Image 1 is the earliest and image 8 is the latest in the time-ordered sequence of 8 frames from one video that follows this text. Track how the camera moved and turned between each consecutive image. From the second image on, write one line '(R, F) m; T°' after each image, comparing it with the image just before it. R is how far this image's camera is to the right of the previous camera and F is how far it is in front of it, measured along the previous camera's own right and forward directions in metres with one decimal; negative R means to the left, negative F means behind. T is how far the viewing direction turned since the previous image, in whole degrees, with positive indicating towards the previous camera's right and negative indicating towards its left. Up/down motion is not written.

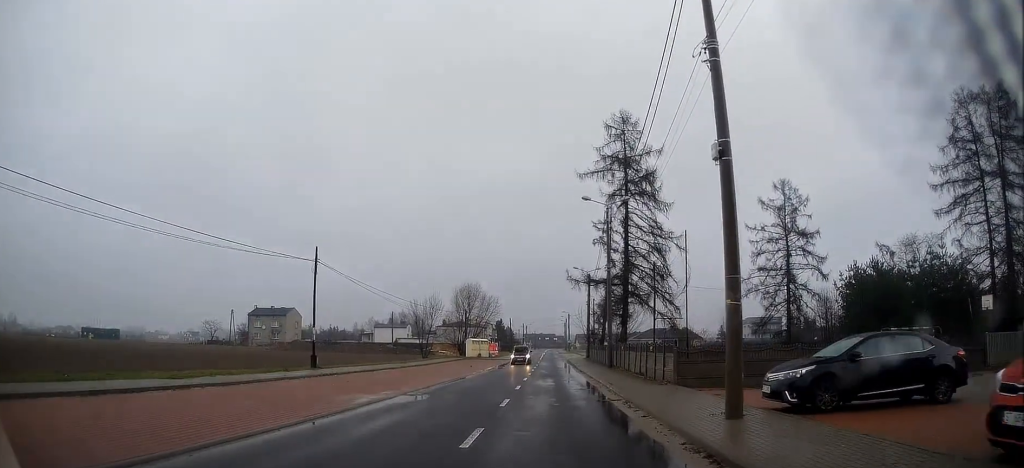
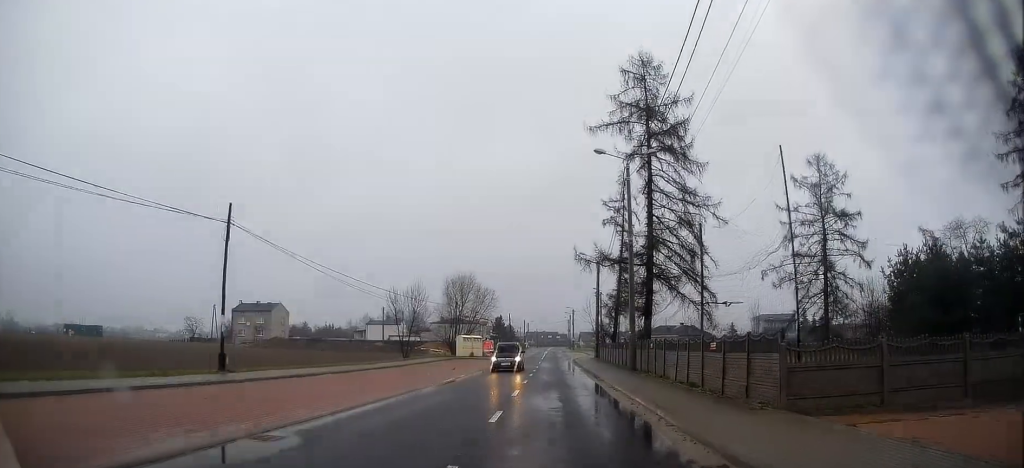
(0.0, +9.3) m; -1°
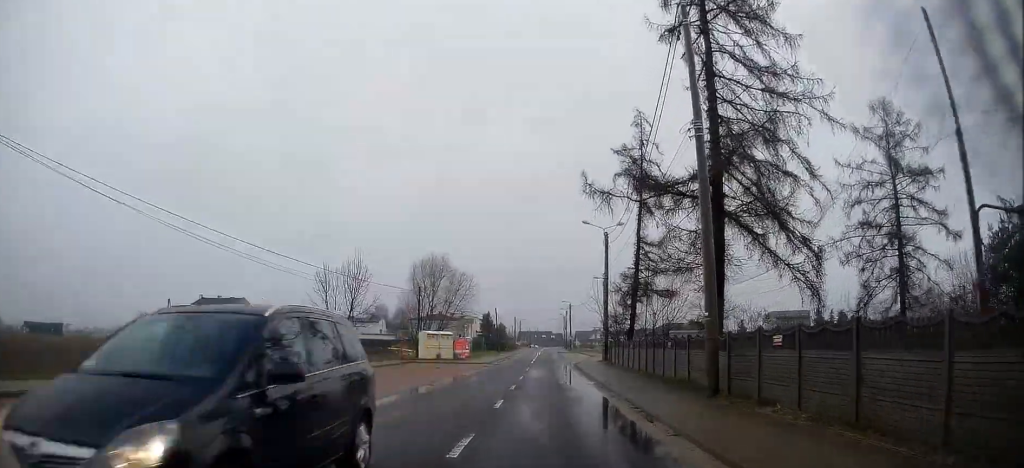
(-0.4, +15.5) m; 0°
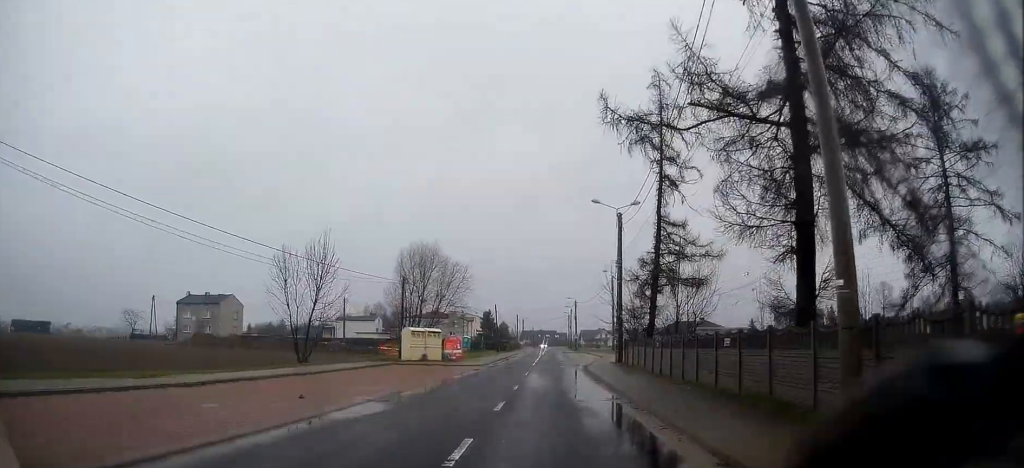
(+0.2, +6.6) m; +1°
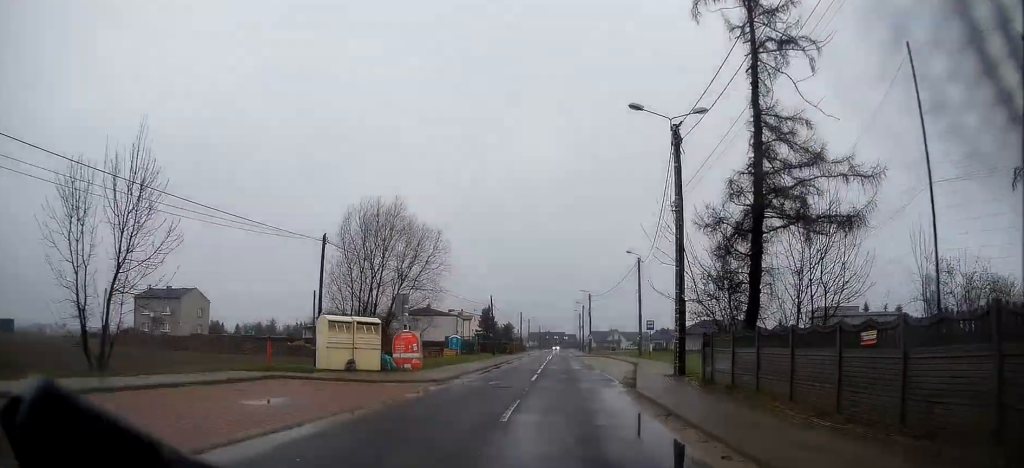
(+0.2, +16.4) m; -1°
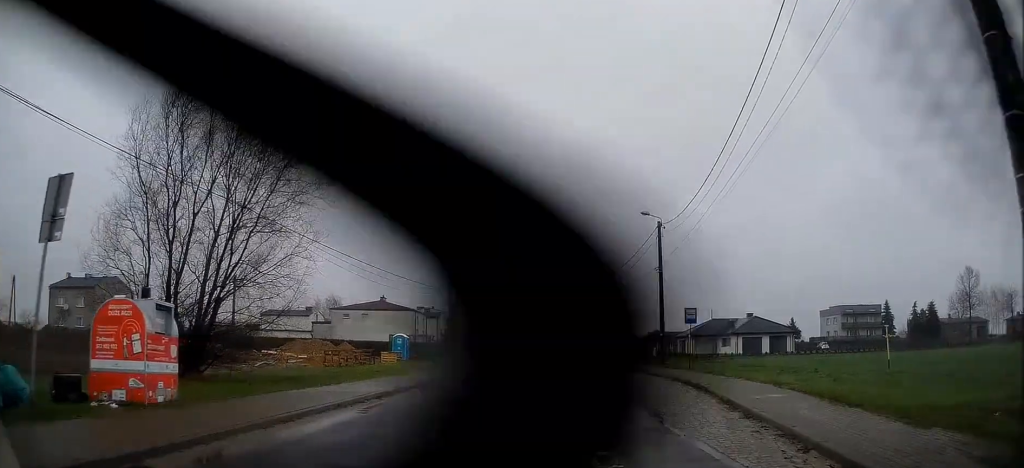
(+0.1, +18.6) m; +1°
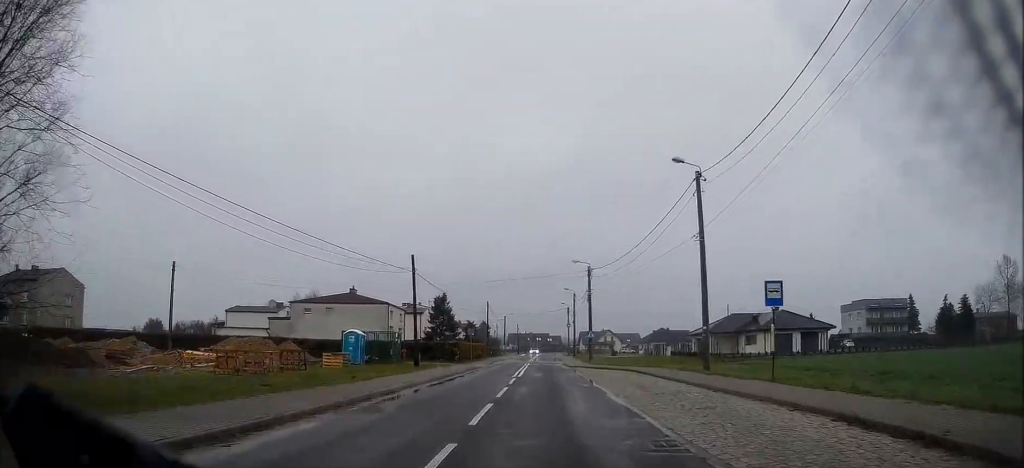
(-0.1, +11.5) m; -1°
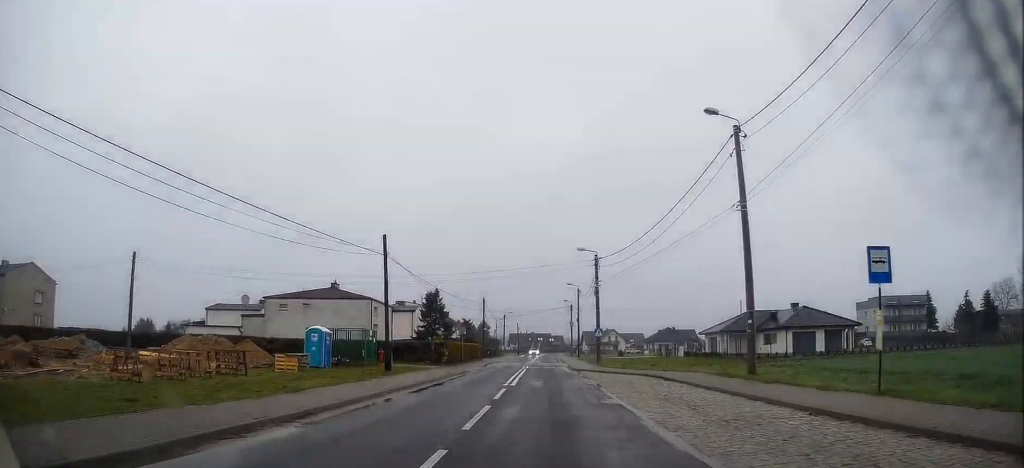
(-0.1, +6.5) m; 0°
